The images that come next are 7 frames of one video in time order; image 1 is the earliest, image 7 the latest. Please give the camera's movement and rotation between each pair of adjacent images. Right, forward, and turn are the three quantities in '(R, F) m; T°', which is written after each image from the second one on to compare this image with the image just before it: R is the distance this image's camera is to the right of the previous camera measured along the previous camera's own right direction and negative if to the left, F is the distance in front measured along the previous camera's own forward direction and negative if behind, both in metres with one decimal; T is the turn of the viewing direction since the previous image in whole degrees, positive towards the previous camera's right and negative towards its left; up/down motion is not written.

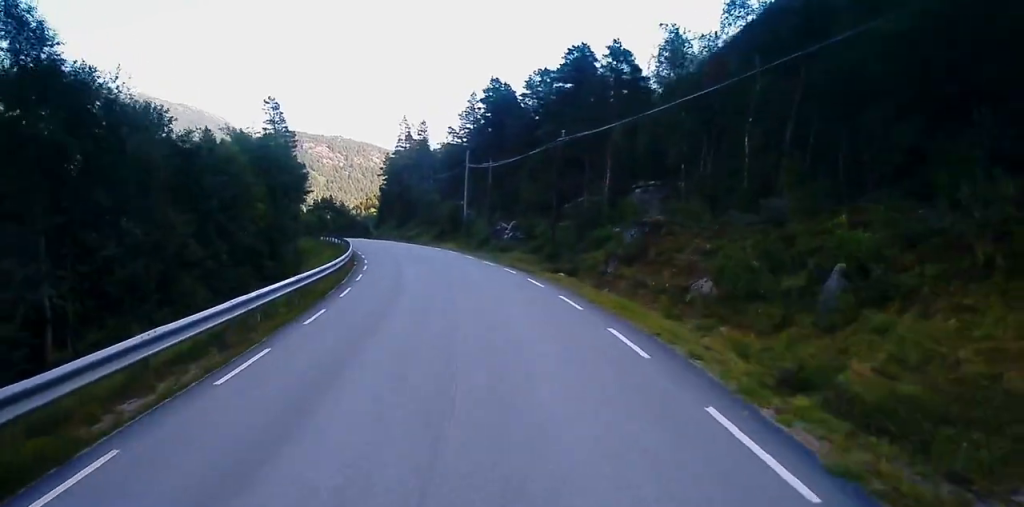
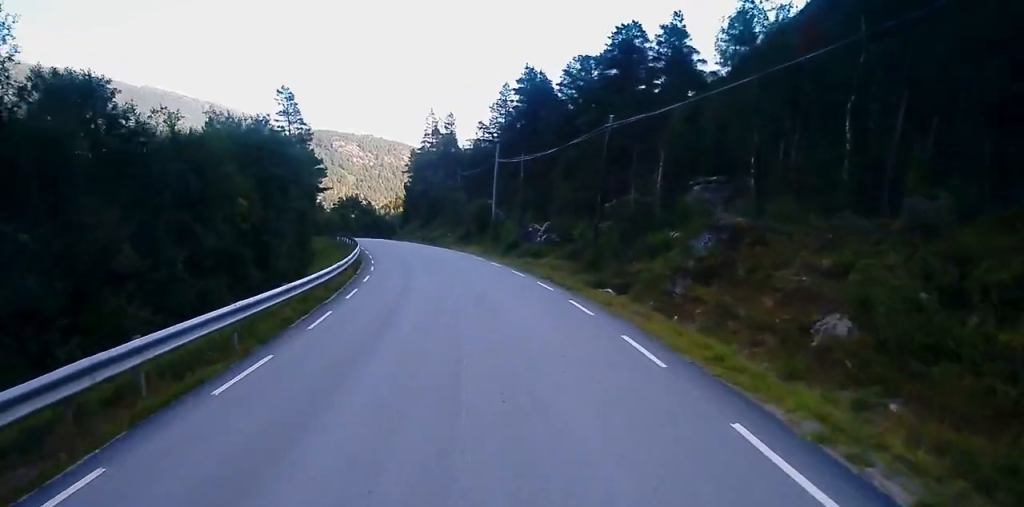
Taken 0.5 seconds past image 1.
(-0.3, +6.8) m; -2°
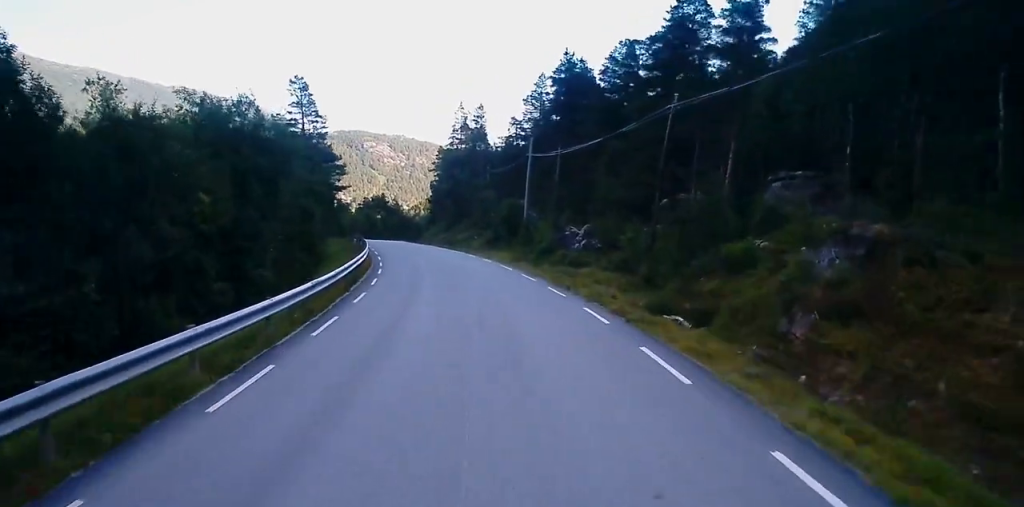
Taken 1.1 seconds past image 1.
(-0.2, +7.0) m; -2°
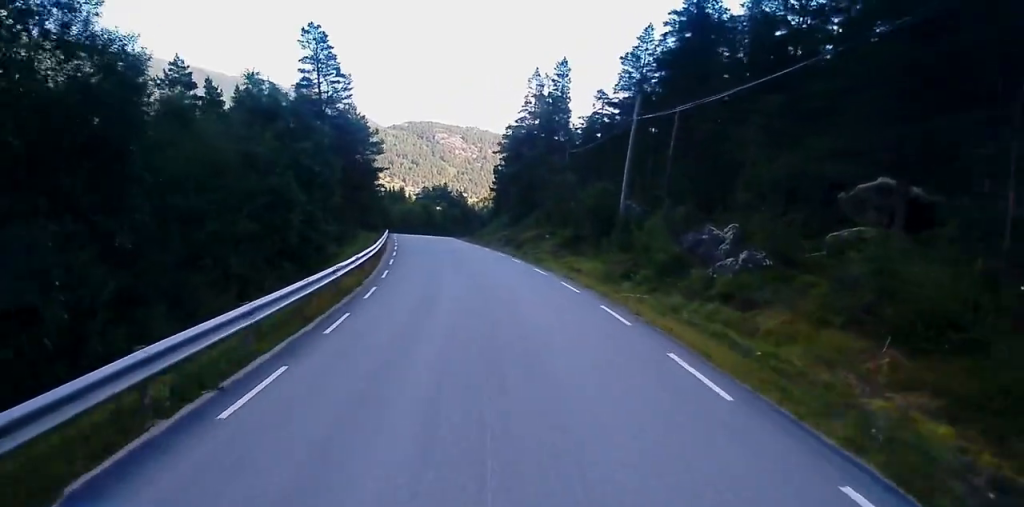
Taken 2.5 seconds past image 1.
(-0.2, +19.5) m; -2°
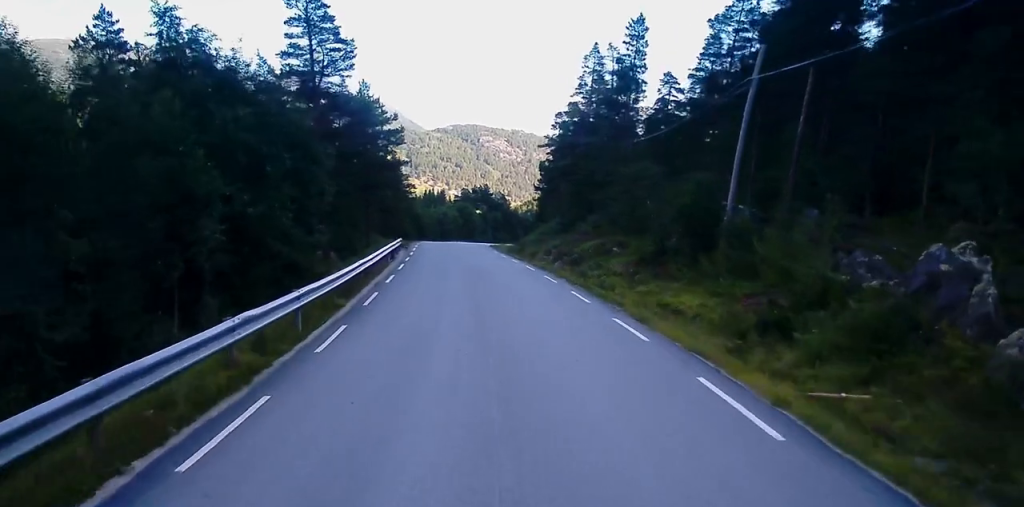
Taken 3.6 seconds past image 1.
(-0.4, +14.0) m; -3°
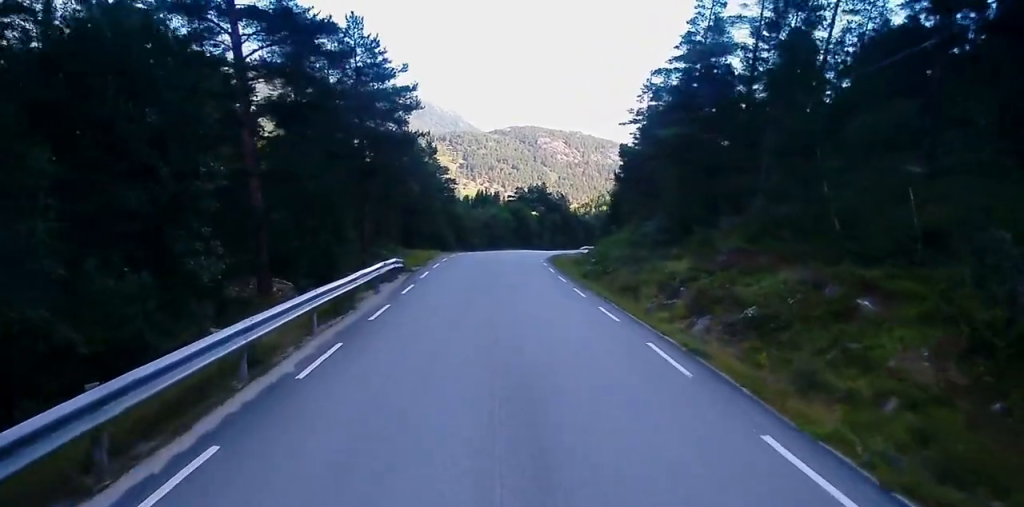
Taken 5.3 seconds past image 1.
(-0.7, +21.2) m; -5°
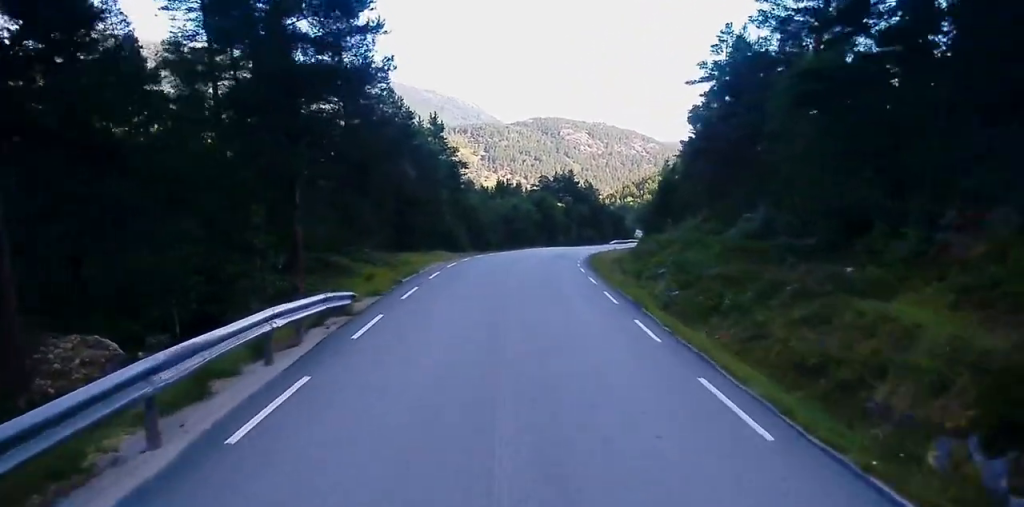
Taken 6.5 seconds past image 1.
(-0.6, +15.4) m; 0°
